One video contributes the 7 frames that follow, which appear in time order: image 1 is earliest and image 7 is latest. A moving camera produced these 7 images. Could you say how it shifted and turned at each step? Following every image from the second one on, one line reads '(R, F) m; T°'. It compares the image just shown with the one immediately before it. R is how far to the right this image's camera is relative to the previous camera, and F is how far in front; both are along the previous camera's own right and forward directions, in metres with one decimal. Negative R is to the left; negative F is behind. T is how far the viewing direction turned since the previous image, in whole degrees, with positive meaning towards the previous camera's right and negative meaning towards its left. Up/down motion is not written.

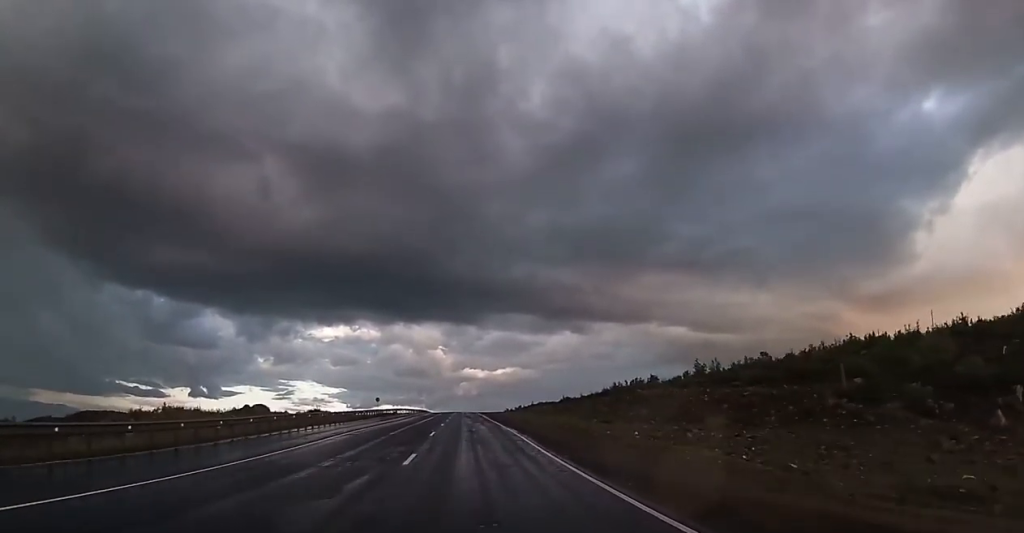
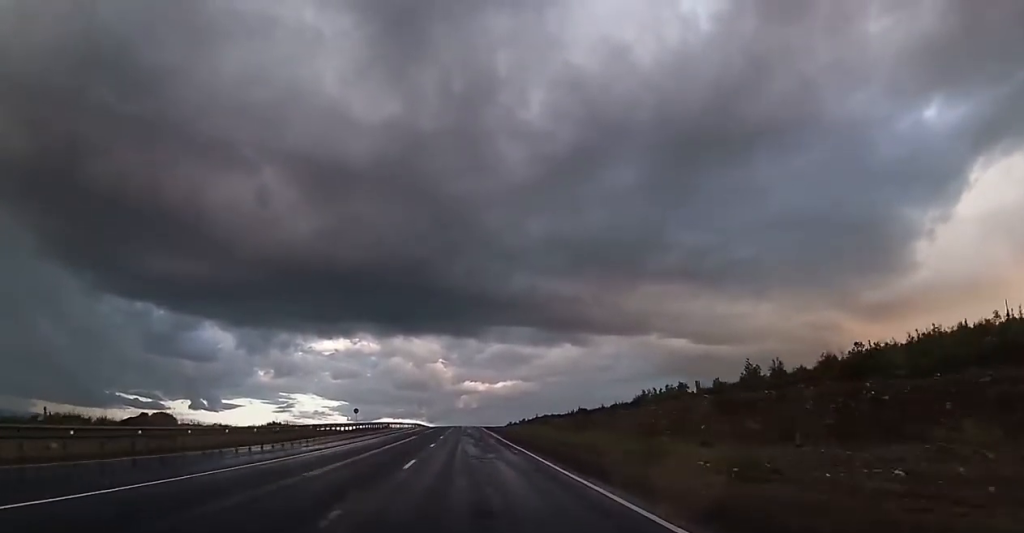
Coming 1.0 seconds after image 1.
(-0.1, +23.2) m; 0°
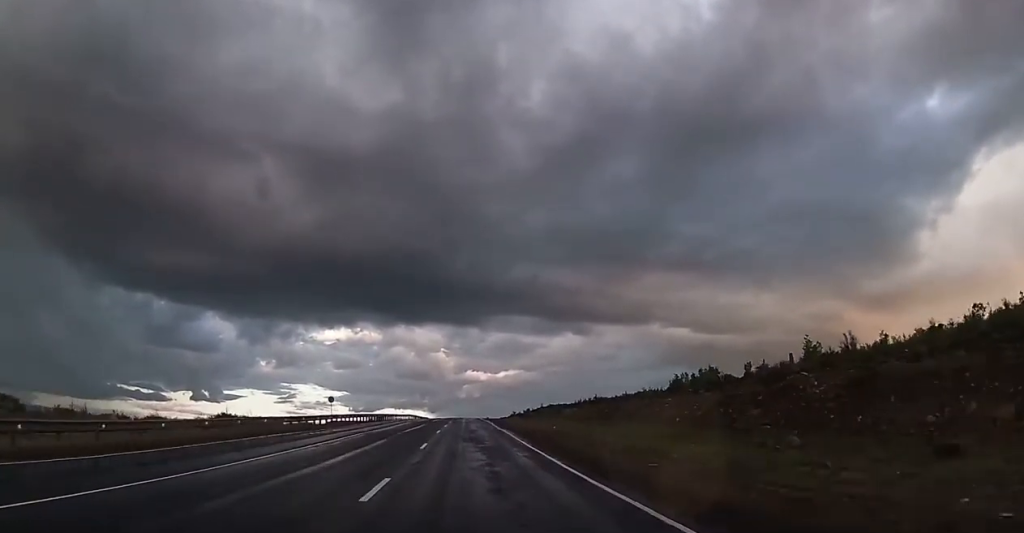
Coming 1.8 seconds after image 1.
(0.0, +18.5) m; 0°
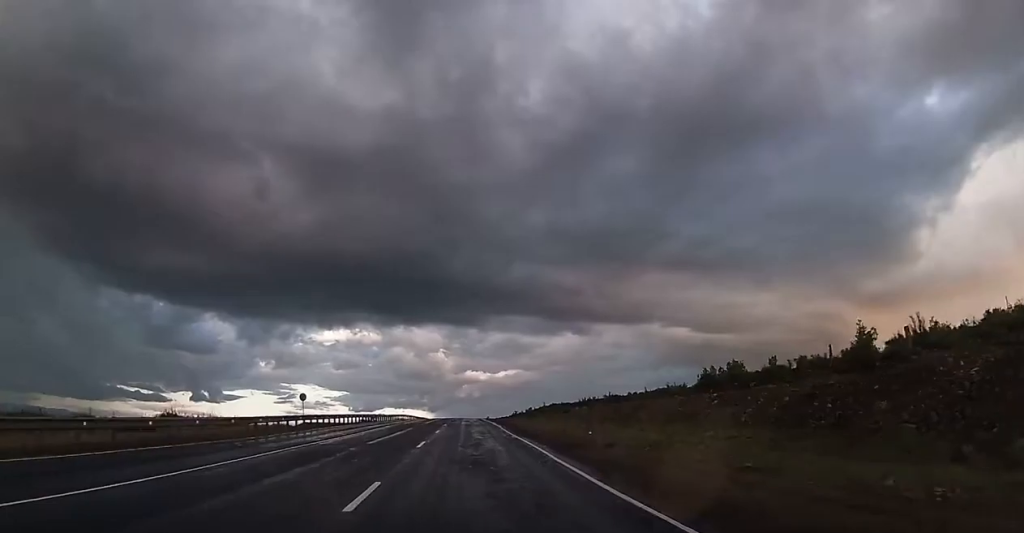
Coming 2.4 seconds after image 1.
(0.0, +13.1) m; 0°
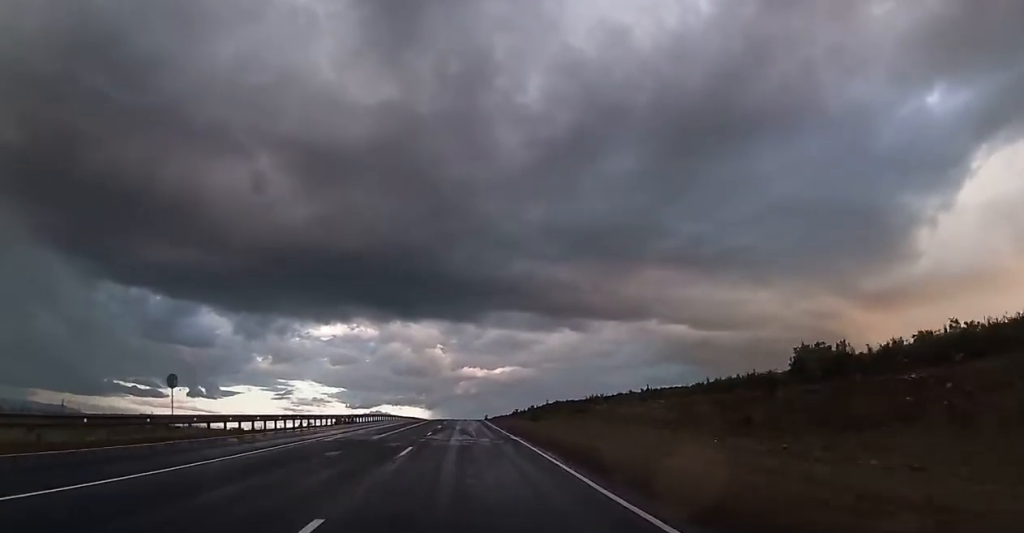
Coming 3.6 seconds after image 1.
(0.0, +28.1) m; 0°
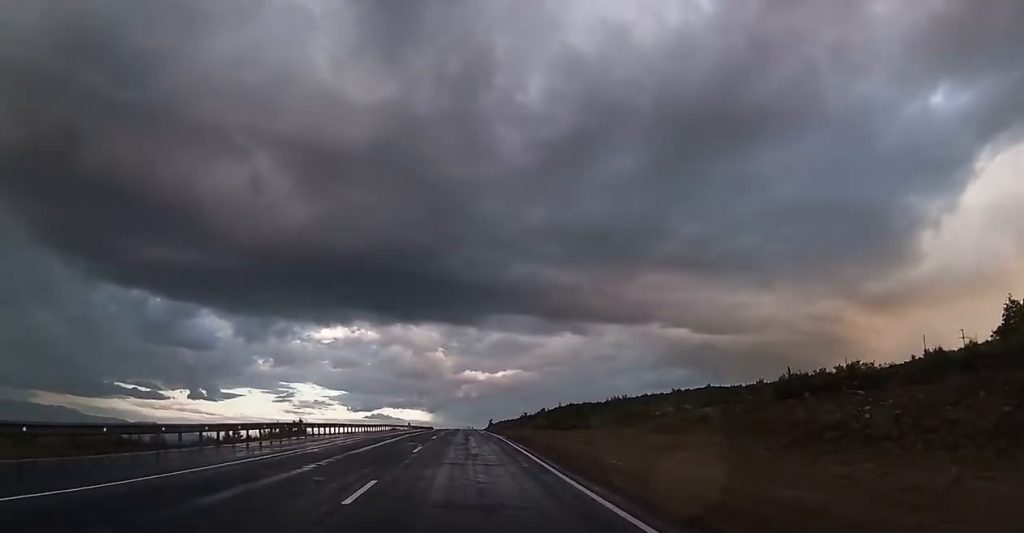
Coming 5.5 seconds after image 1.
(+0.4, +43.3) m; 0°
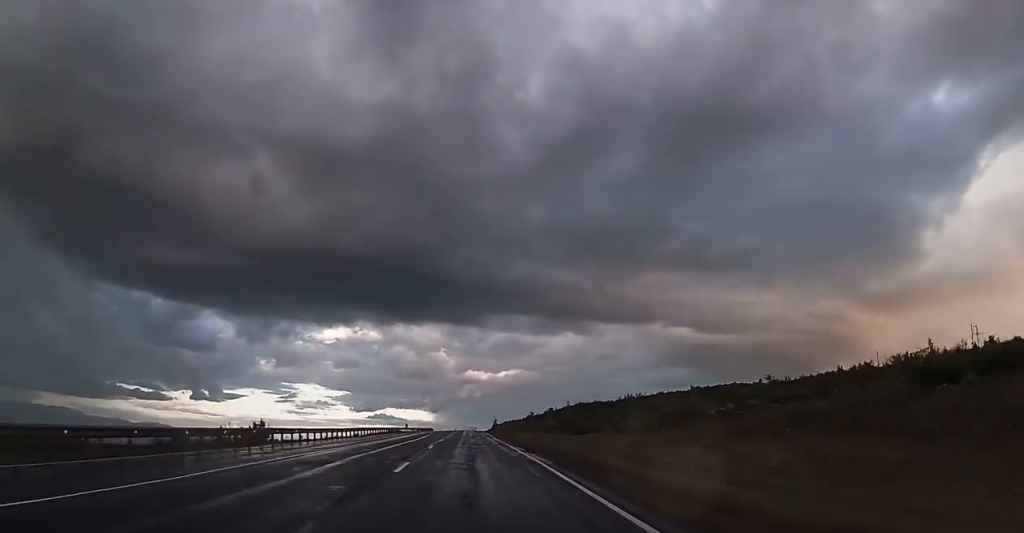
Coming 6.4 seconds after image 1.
(-0.2, +18.3) m; 0°
